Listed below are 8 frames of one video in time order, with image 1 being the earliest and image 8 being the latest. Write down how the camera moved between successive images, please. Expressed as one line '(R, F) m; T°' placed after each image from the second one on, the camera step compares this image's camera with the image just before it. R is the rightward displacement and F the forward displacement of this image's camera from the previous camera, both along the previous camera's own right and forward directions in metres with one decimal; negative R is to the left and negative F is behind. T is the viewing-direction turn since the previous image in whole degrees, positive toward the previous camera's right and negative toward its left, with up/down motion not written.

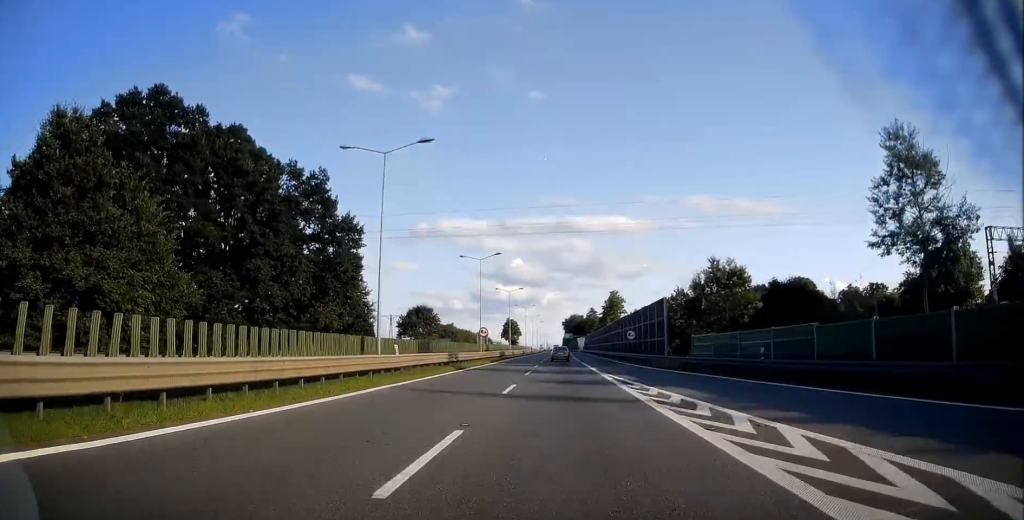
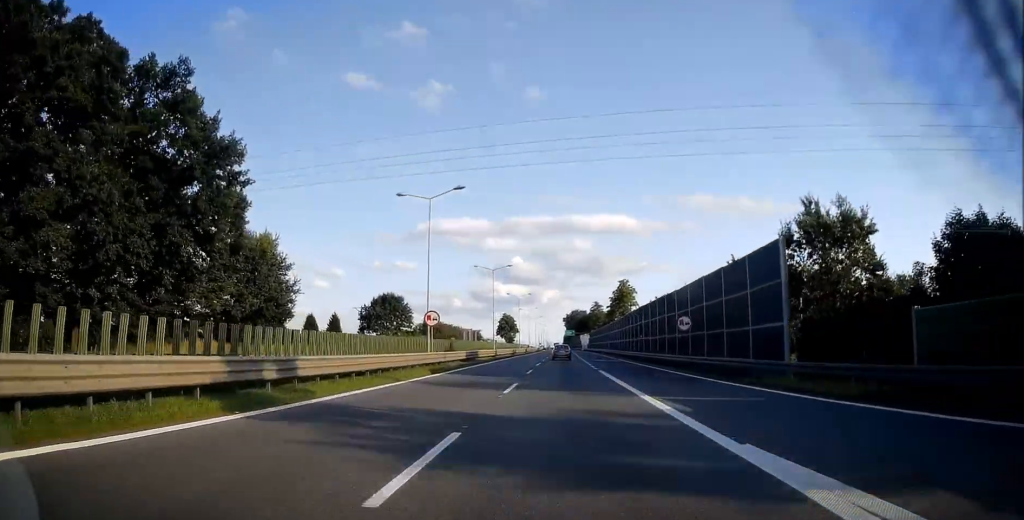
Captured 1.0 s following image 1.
(0.0, +31.1) m; 0°
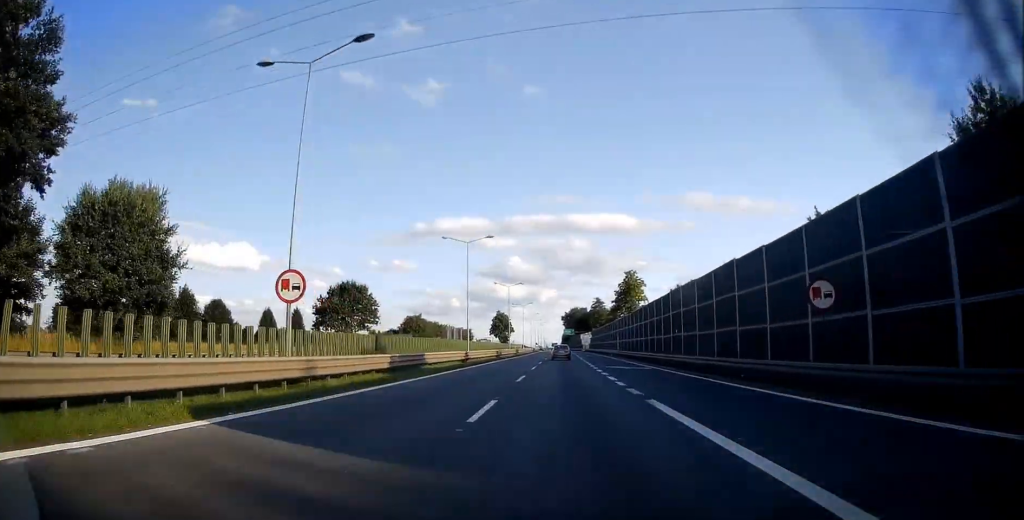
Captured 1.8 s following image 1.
(0.0, +23.8) m; 0°
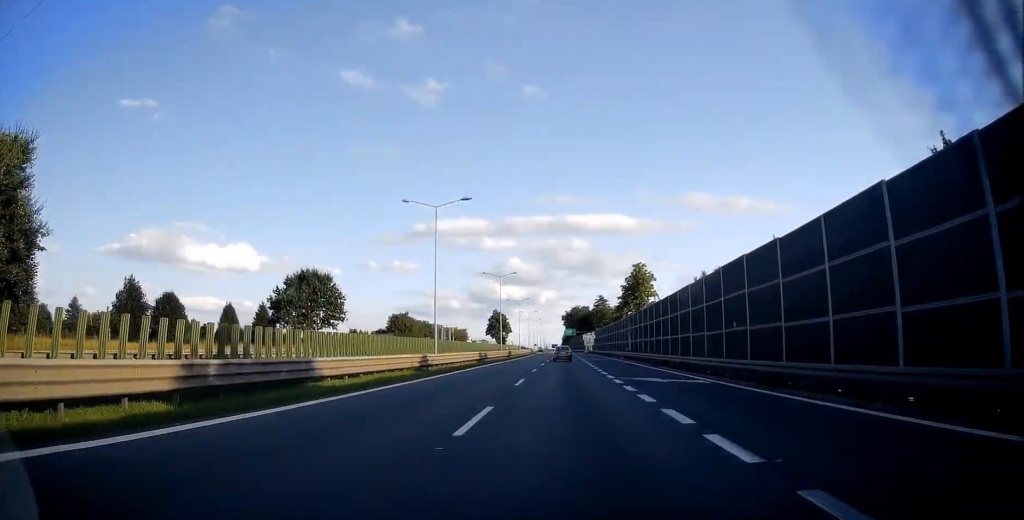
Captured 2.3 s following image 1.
(0.0, +16.8) m; 0°
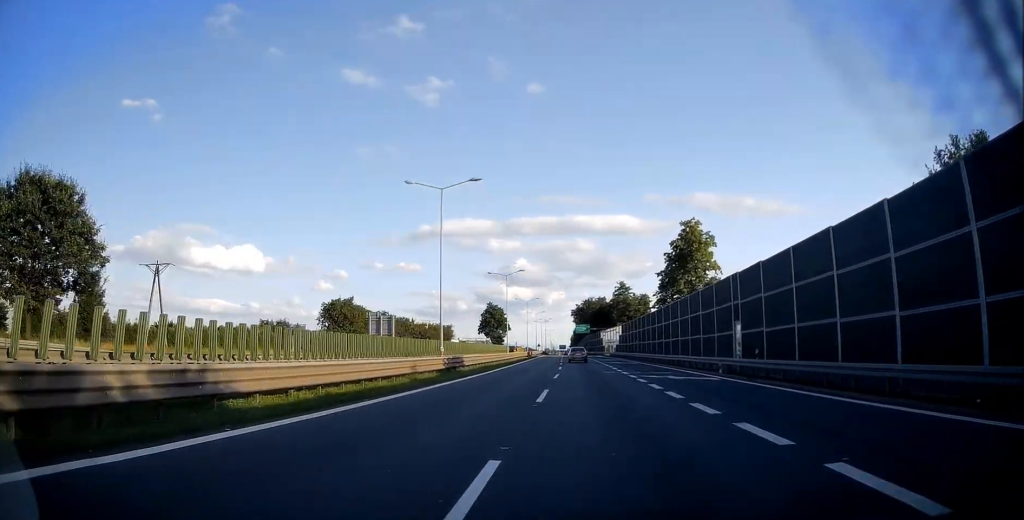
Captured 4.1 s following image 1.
(-0.4, +45.3) m; -1°
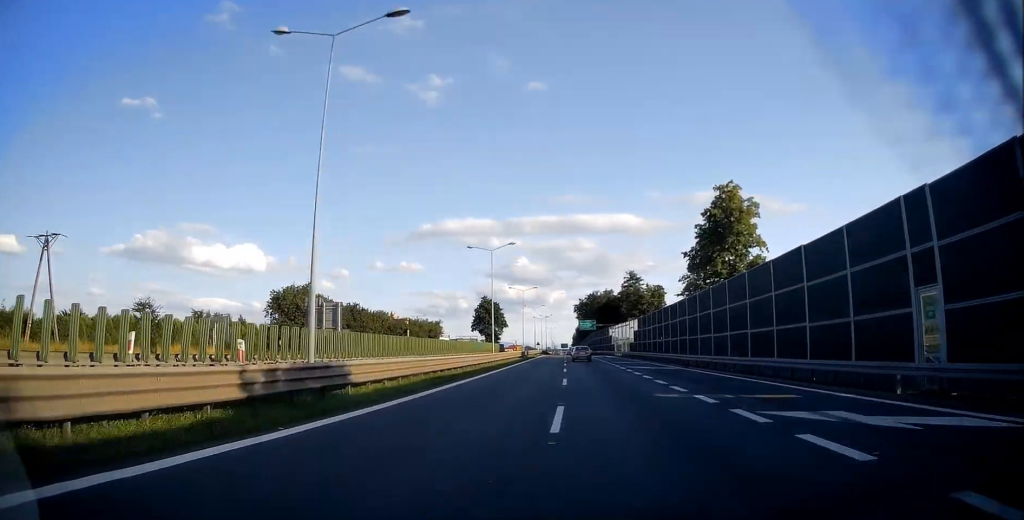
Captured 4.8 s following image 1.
(-0.1, +17.9) m; 0°
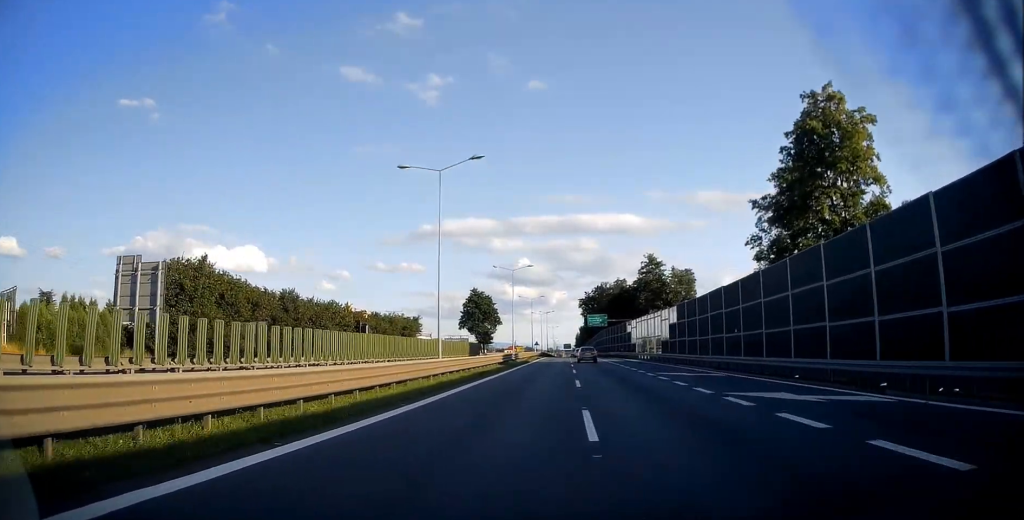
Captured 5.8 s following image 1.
(+0.1, +24.7) m; +1°
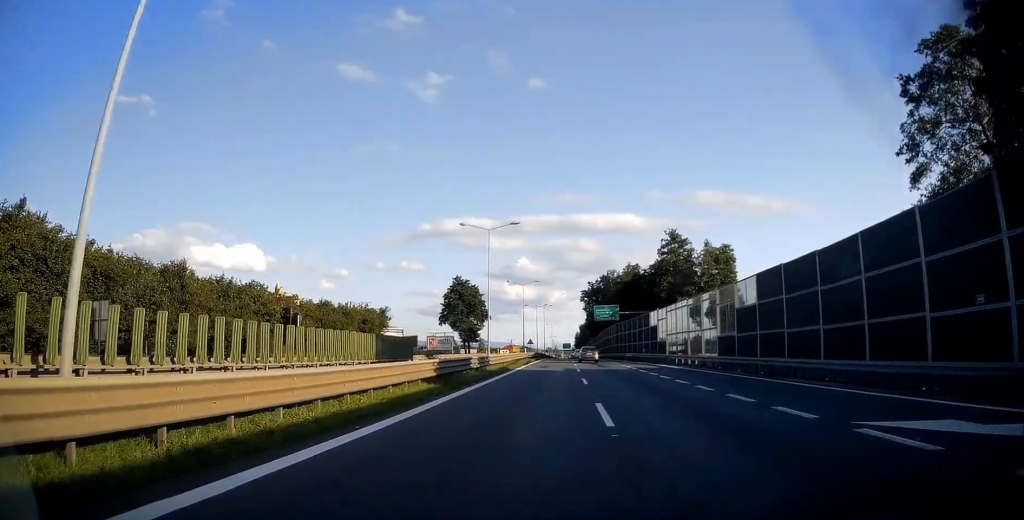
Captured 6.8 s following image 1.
(+0.2, +22.1) m; 0°
